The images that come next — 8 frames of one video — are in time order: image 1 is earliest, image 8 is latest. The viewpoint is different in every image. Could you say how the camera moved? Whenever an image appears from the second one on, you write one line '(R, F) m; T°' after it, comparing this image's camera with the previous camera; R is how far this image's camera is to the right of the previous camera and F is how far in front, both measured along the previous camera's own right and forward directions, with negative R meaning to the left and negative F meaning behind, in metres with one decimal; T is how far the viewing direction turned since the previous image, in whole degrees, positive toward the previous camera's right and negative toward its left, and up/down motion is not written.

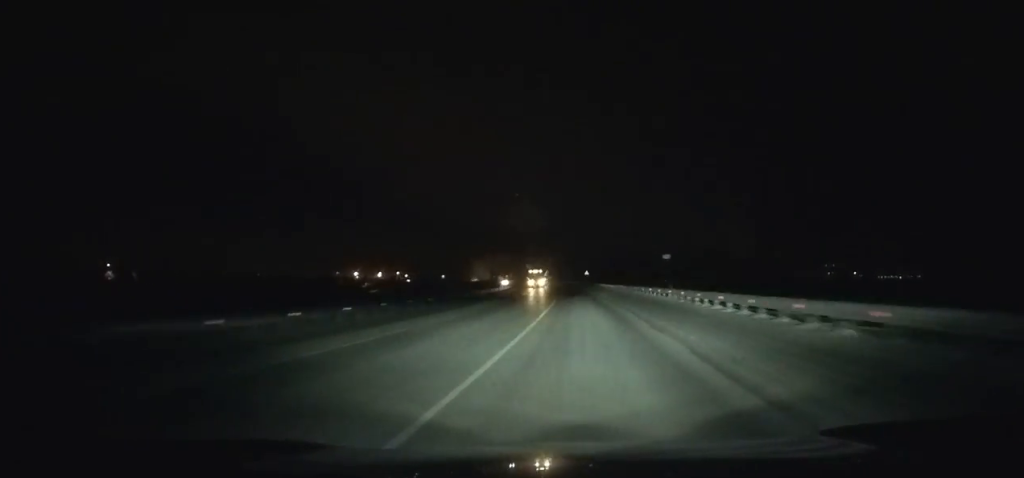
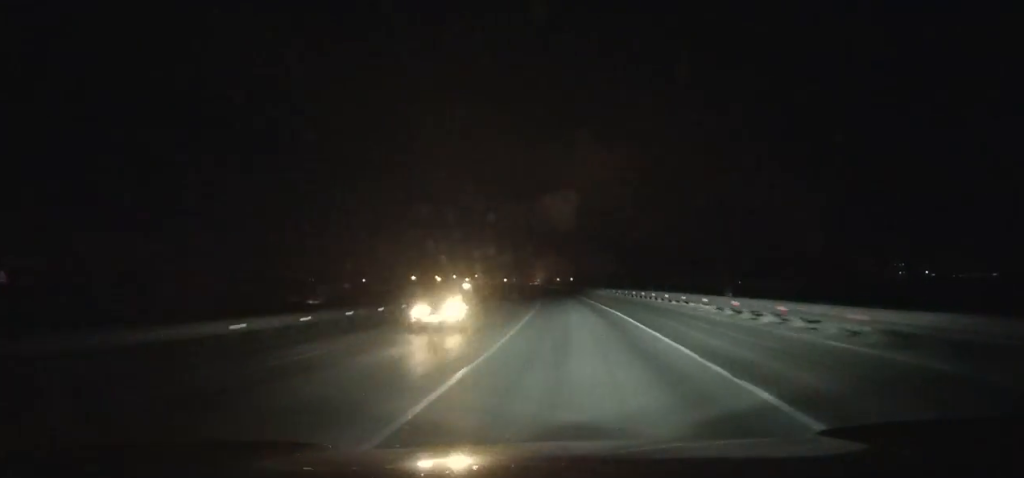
(-7.3, +114.8) m; -7°
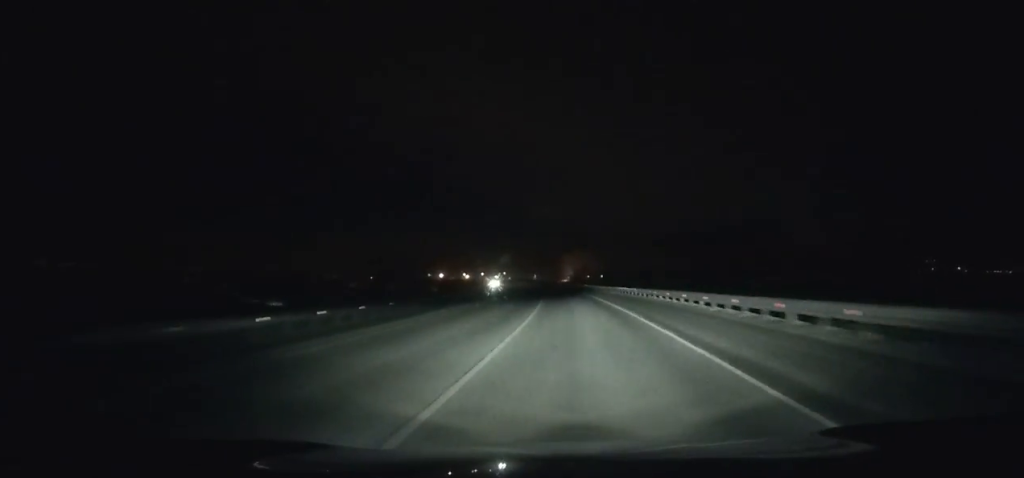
(-0.8, +39.1) m; -3°
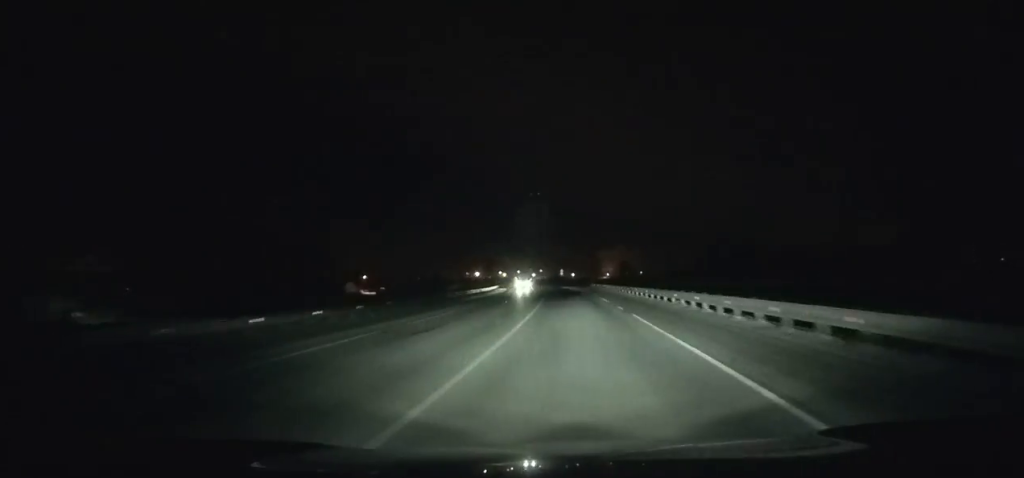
(-2.1, +68.3) m; -4°
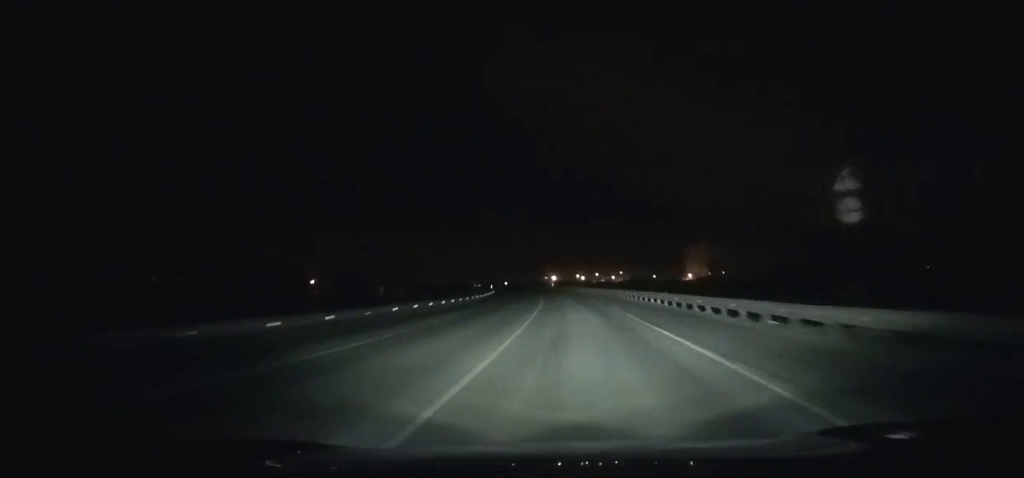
(-10.4, +123.8) m; -8°
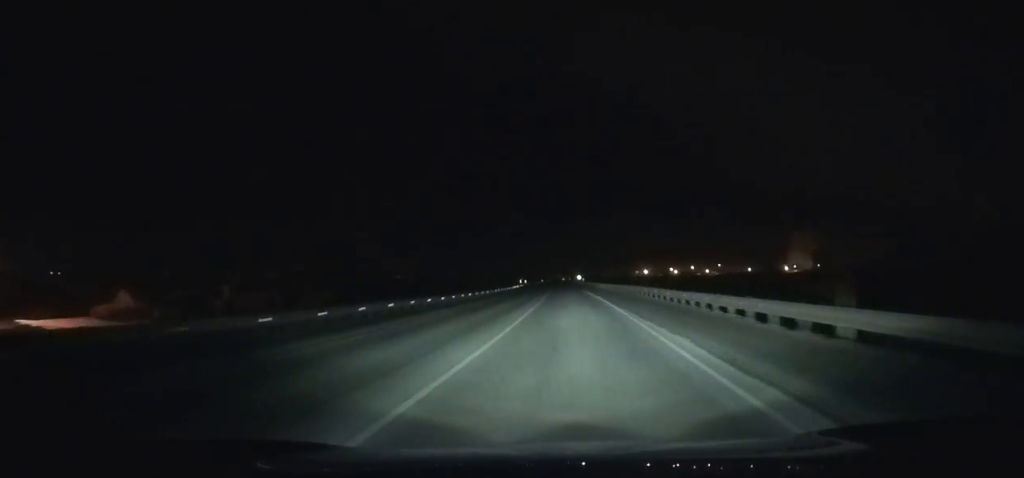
(-6.9, +119.9) m; -6°
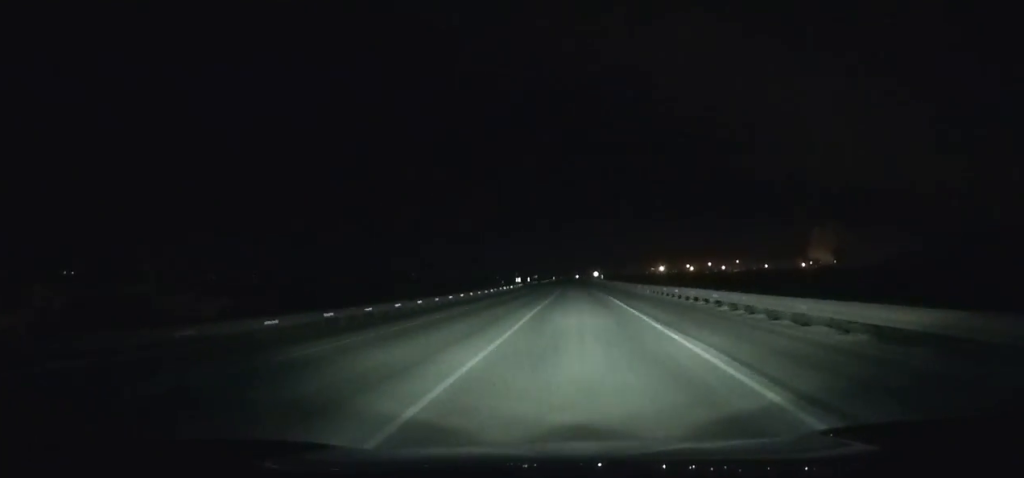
(-0.6, +32.0) m; -1°
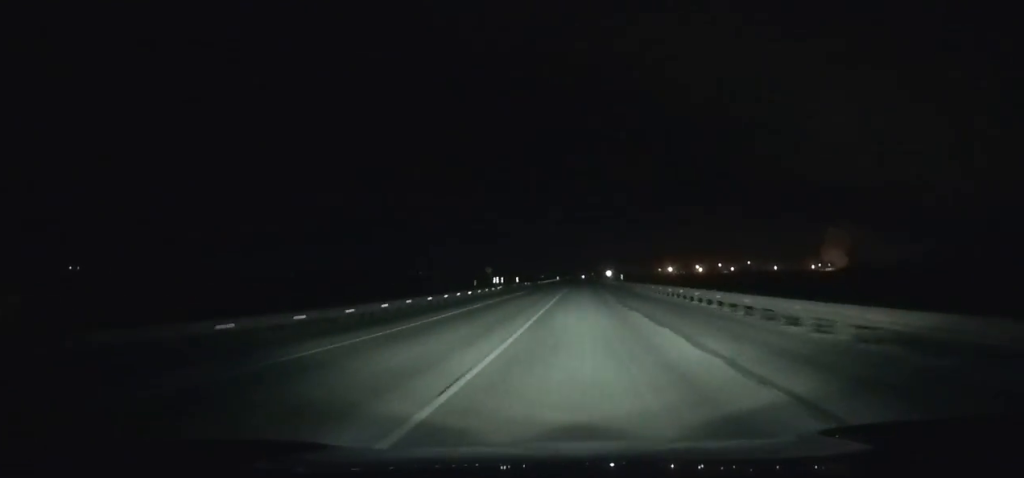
(-0.5, +34.8) m; -1°
